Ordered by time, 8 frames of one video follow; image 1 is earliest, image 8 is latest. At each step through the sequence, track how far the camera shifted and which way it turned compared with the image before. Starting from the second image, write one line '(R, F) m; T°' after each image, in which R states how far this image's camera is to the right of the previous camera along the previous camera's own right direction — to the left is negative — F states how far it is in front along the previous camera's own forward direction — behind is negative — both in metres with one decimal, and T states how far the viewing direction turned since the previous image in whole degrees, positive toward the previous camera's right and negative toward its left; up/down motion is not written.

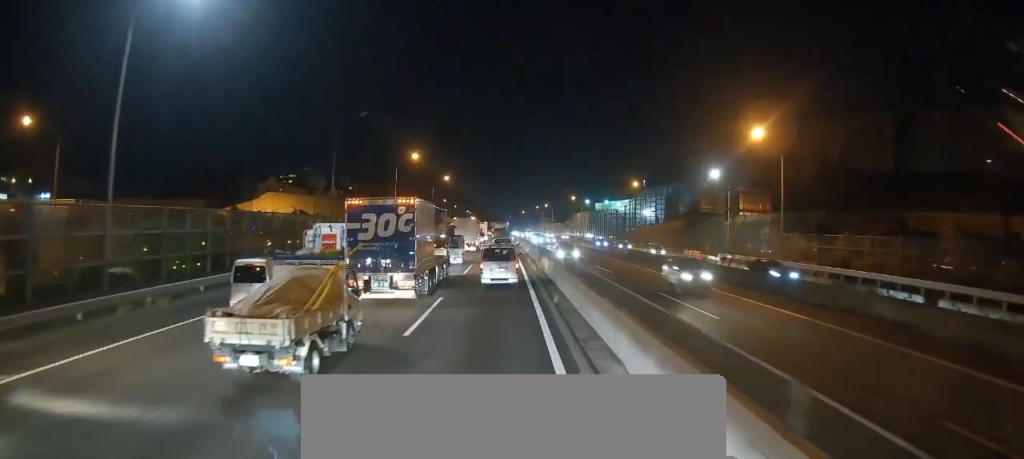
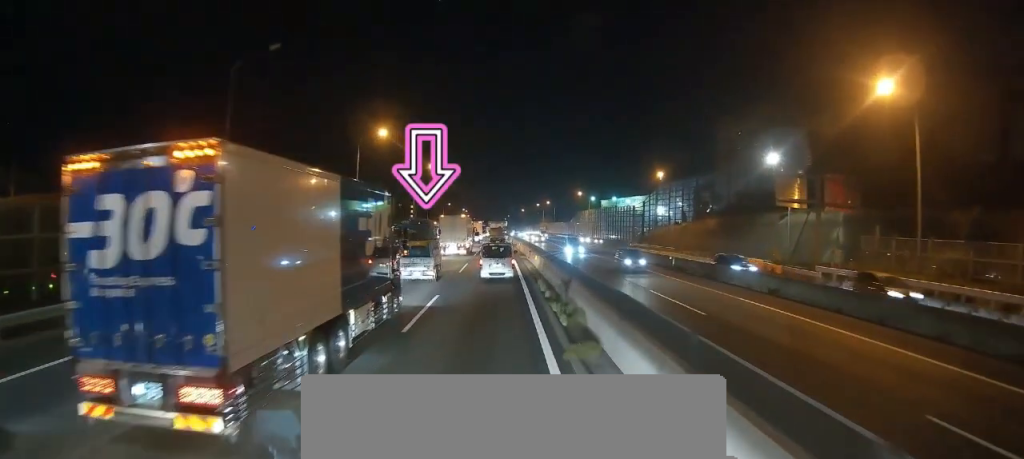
(-0.1, +19.6) m; -2°
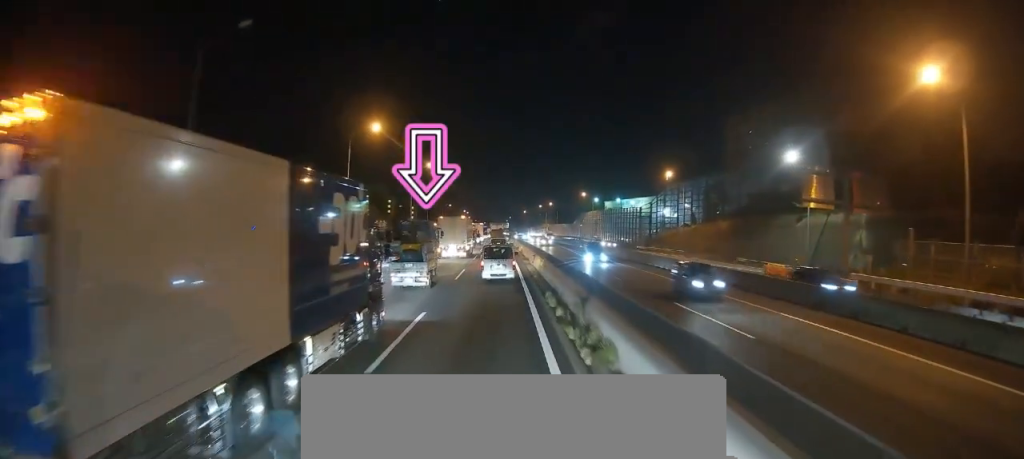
(0.0, +4.1) m; -1°
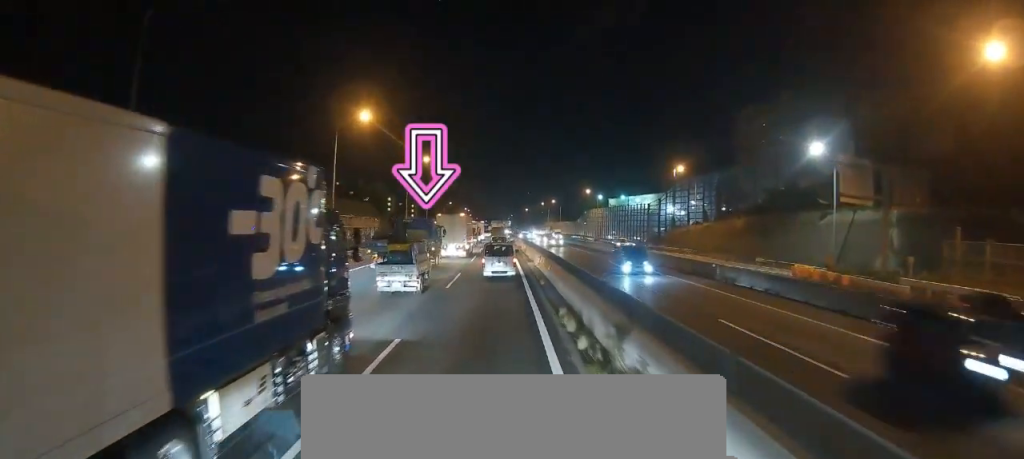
(-0.1, +5.1) m; 0°
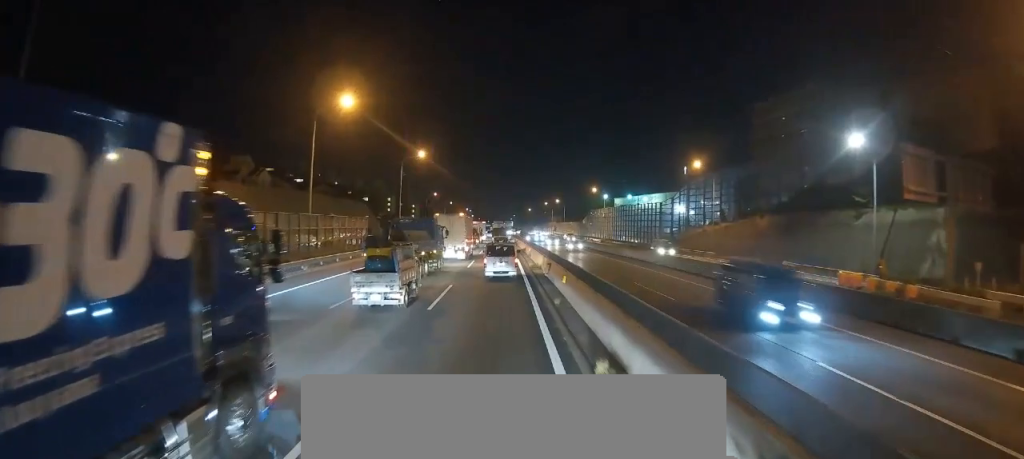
(-0.1, +6.5) m; 0°
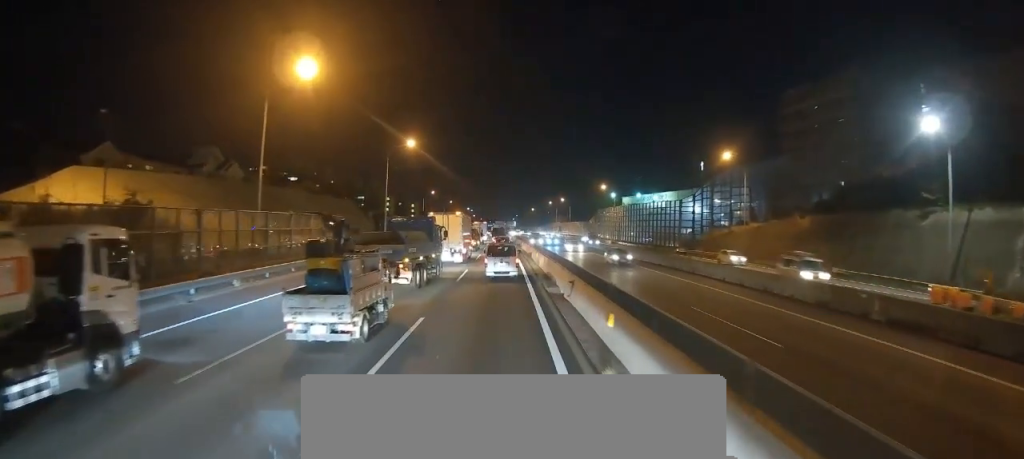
(+0.2, +9.7) m; 0°
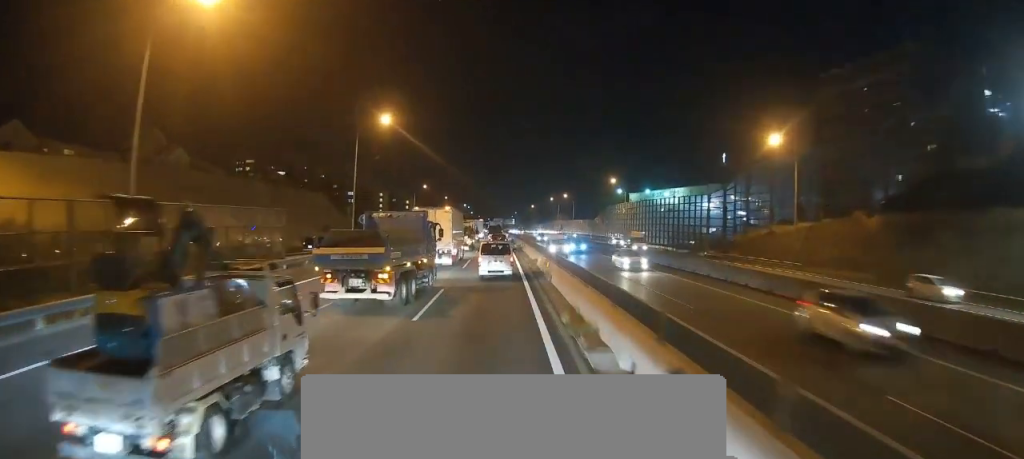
(-0.3, +12.4) m; -1°
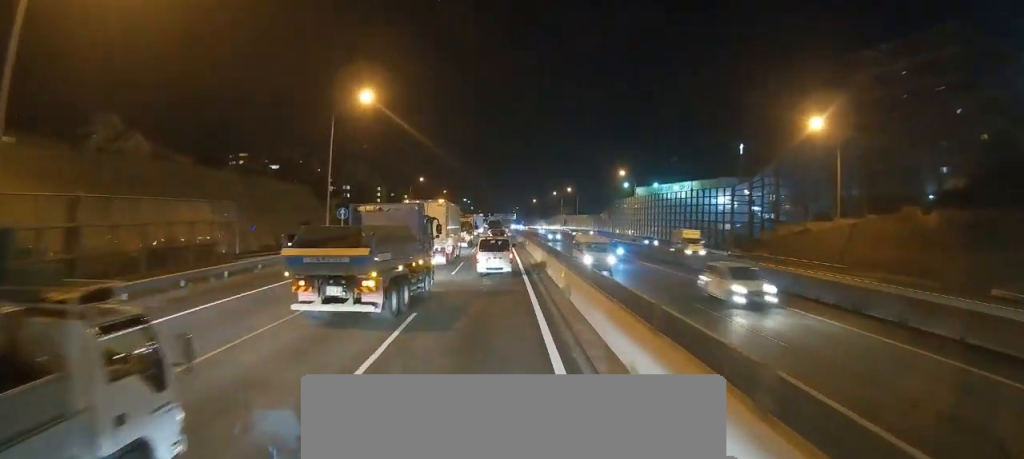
(+0.1, +7.3) m; 0°
